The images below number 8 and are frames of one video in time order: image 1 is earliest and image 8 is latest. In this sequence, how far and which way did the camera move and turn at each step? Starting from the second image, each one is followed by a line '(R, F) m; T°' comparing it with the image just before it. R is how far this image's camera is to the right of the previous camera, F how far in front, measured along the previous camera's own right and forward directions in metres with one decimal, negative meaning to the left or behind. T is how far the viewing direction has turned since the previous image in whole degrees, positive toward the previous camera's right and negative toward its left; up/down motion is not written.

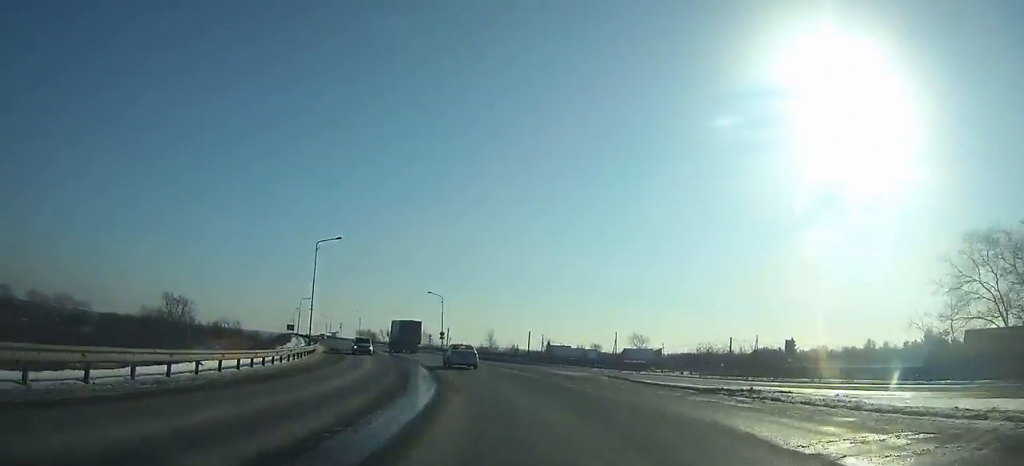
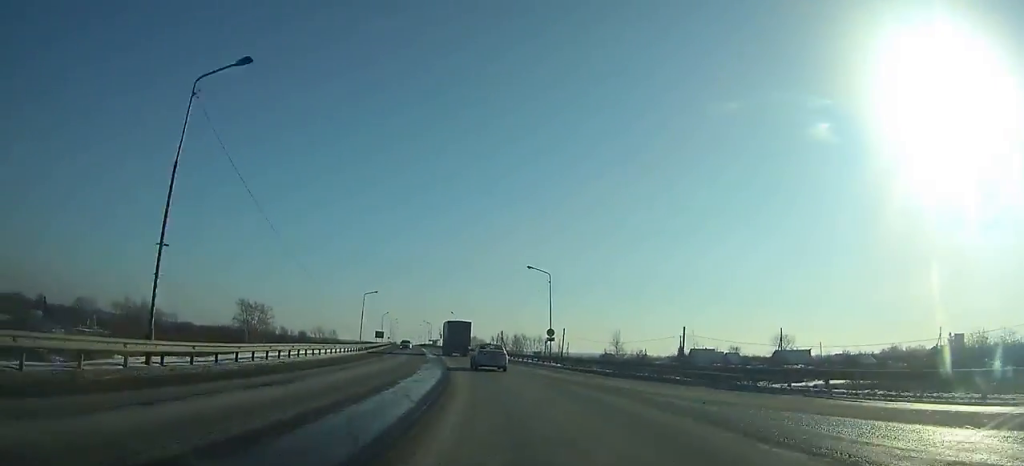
(-4.9, +30.6) m; -10°
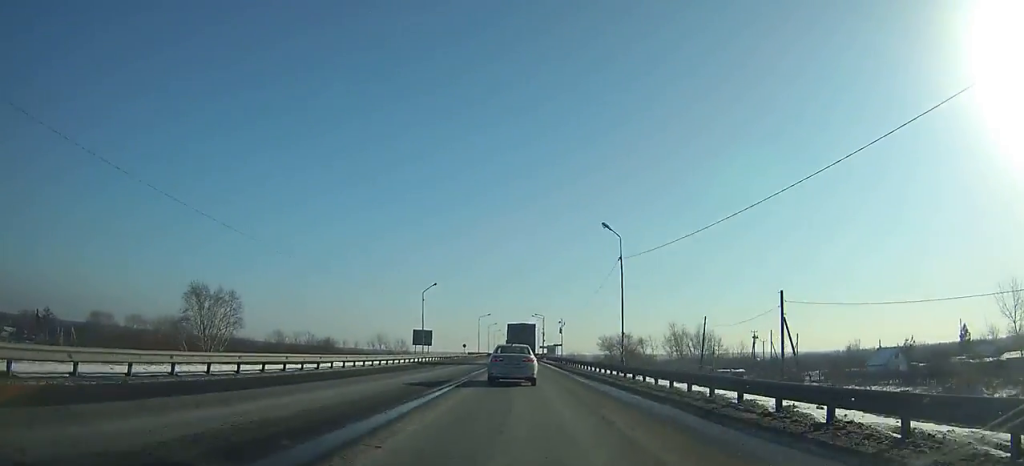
(-16.8, +93.9) m; -14°
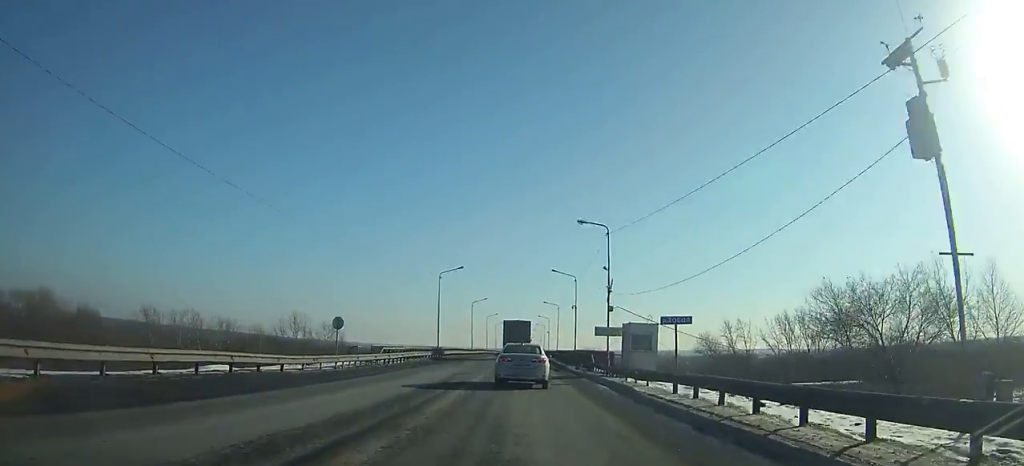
(-0.9, +77.8) m; 0°
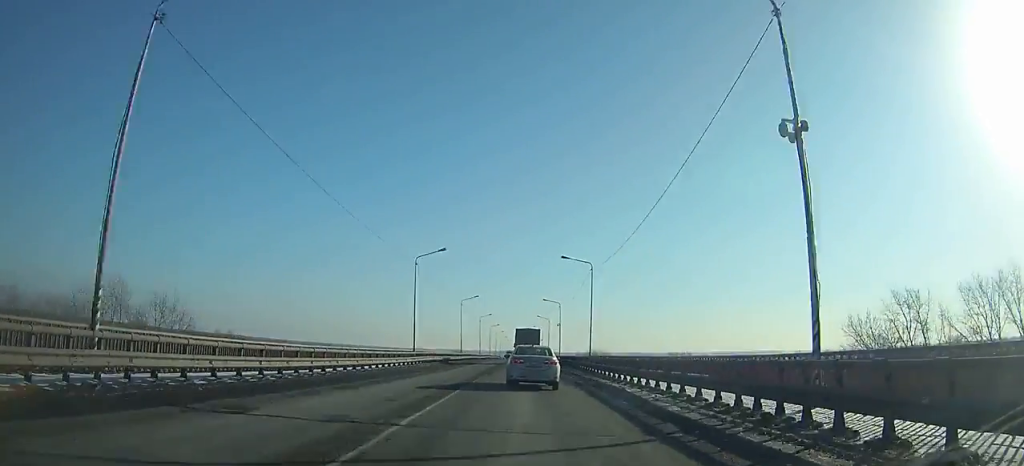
(+0.2, +57.7) m; +1°
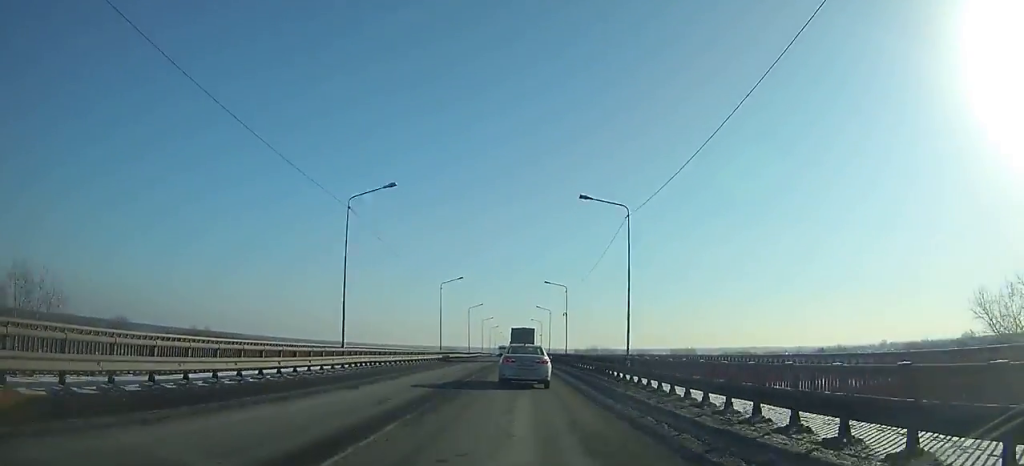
(+0.1, +21.8) m; 0°
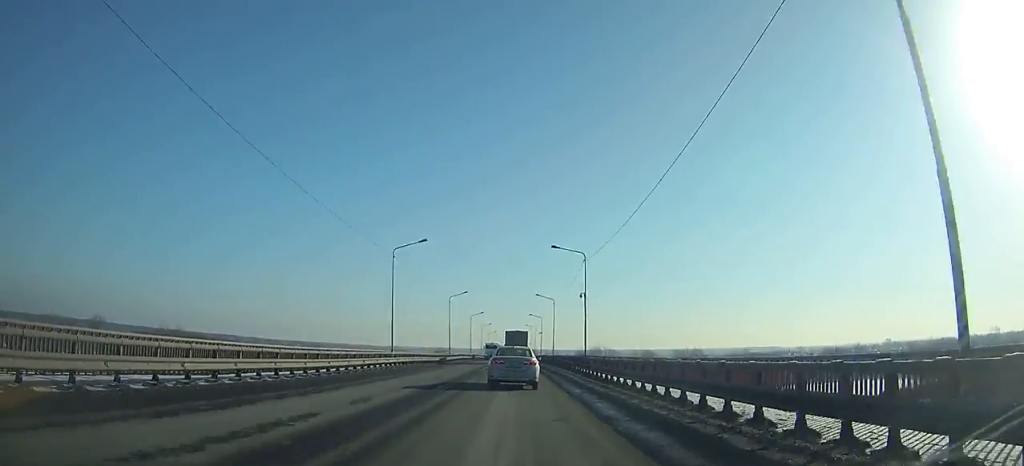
(+0.1, +26.7) m; 0°
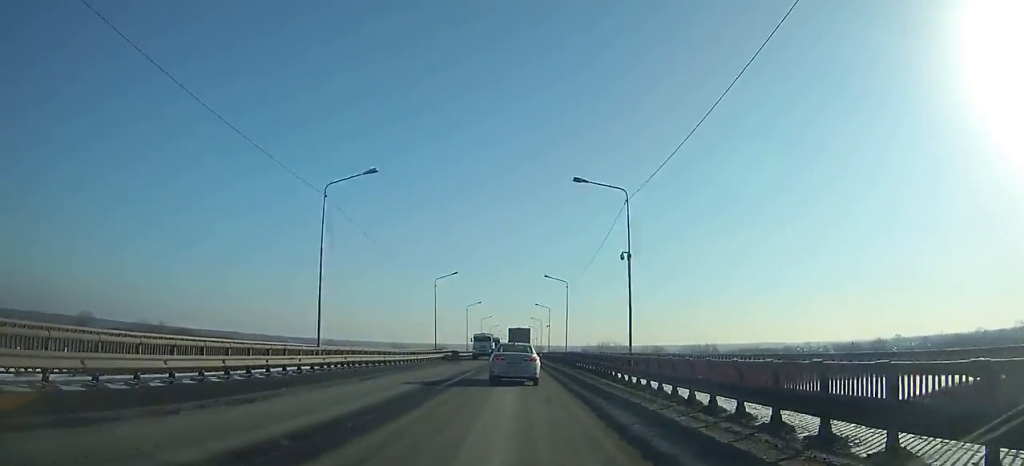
(0.0, +19.0) m; 0°
